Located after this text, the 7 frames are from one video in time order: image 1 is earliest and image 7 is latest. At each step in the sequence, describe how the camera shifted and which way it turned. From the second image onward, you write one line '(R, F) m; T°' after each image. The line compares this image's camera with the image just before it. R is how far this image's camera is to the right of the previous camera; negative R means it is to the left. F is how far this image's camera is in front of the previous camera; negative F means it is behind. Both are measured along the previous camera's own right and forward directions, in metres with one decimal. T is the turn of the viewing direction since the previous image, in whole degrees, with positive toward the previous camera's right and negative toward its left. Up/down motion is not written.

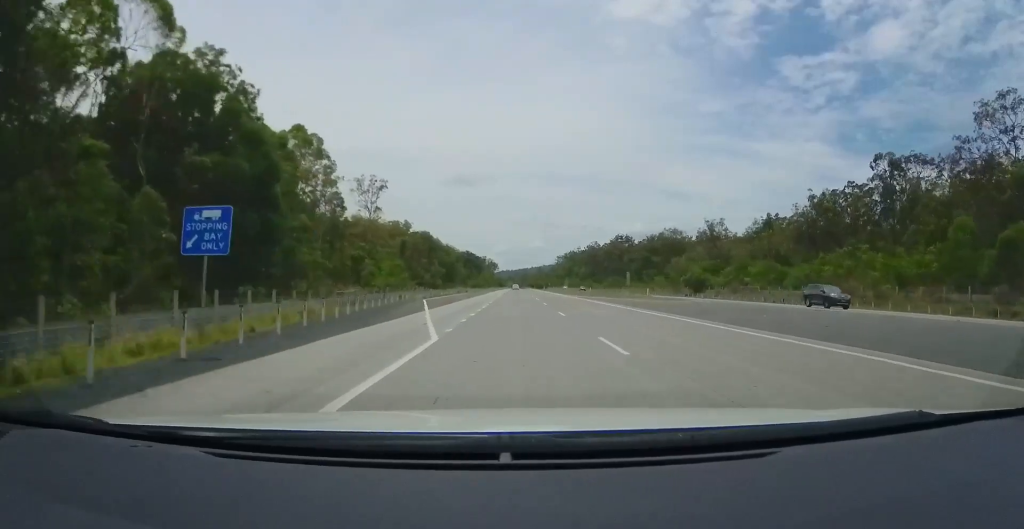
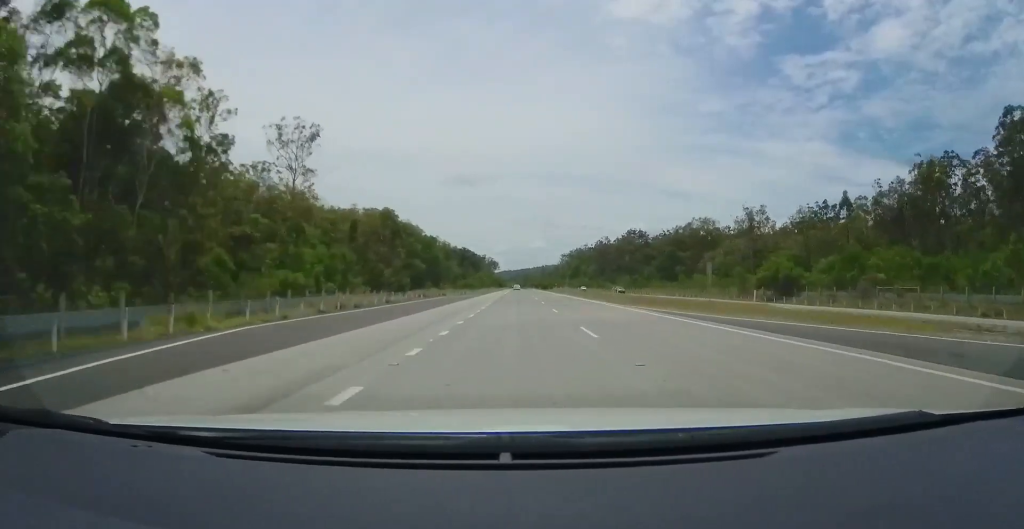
(+0.1, +32.1) m; 0°
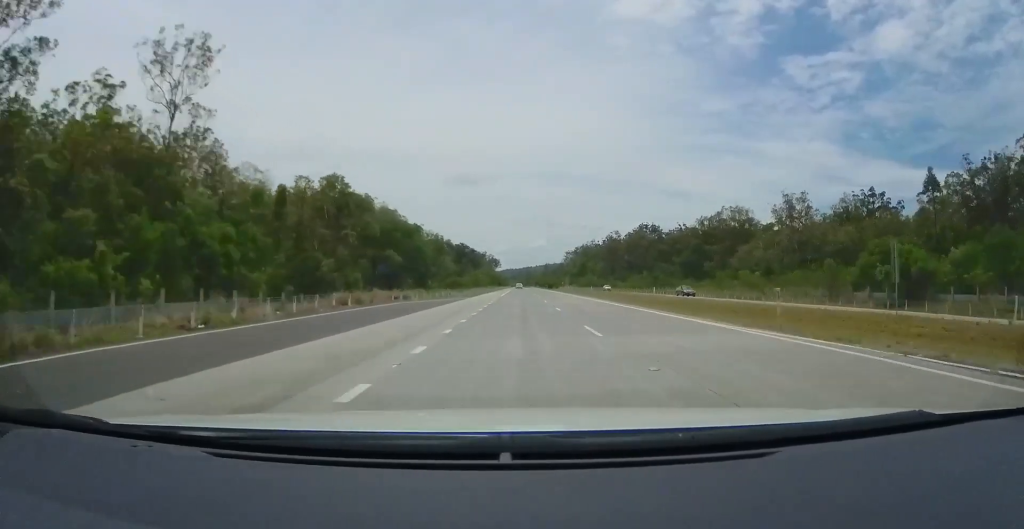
(-0.1, +23.9) m; 0°
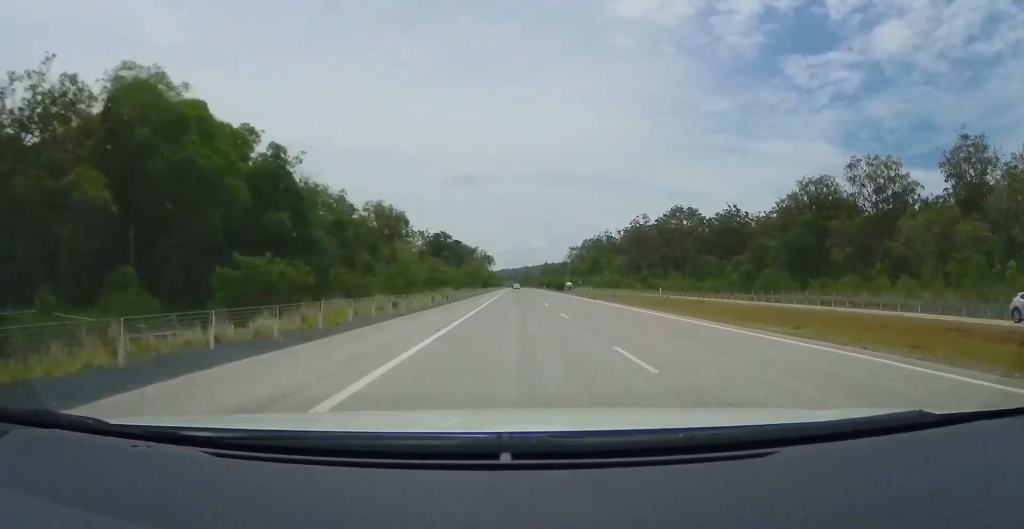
(0.0, +64.5) m; 0°
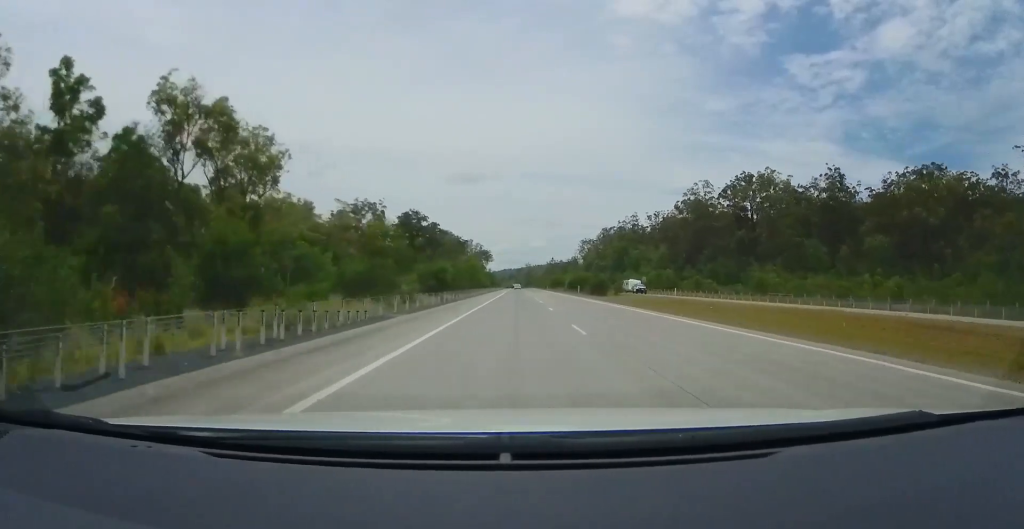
(+0.4, +65.6) m; 0°
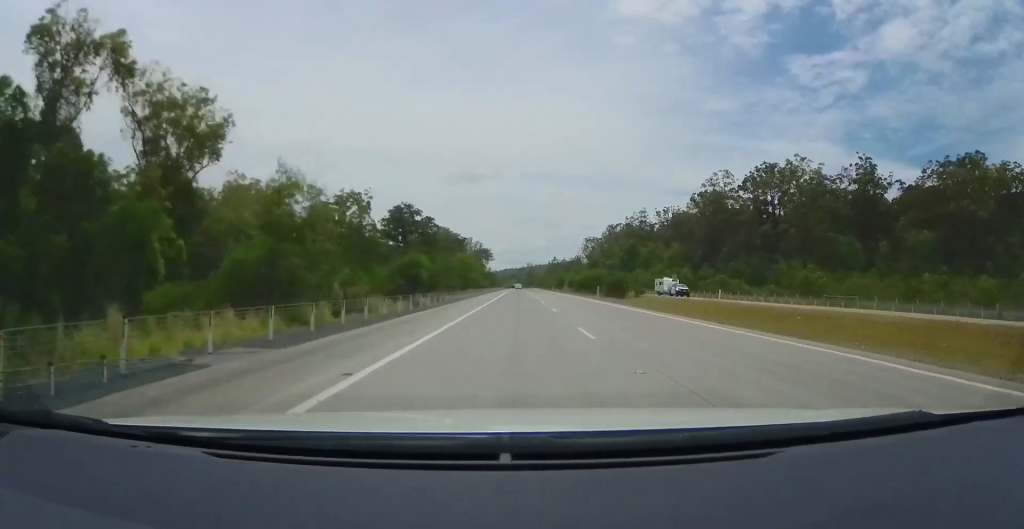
(-0.1, +13.2) m; 0°
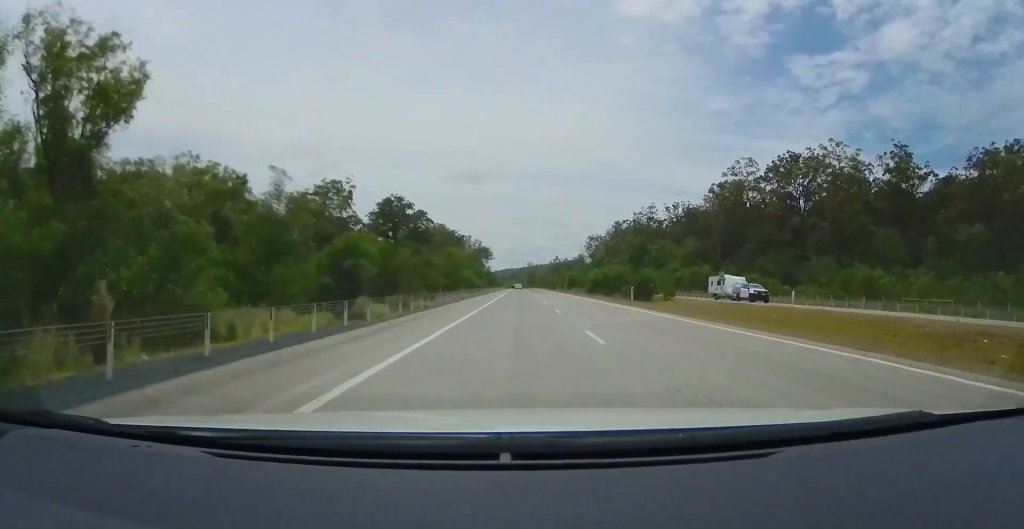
(-0.1, +13.2) m; 0°
